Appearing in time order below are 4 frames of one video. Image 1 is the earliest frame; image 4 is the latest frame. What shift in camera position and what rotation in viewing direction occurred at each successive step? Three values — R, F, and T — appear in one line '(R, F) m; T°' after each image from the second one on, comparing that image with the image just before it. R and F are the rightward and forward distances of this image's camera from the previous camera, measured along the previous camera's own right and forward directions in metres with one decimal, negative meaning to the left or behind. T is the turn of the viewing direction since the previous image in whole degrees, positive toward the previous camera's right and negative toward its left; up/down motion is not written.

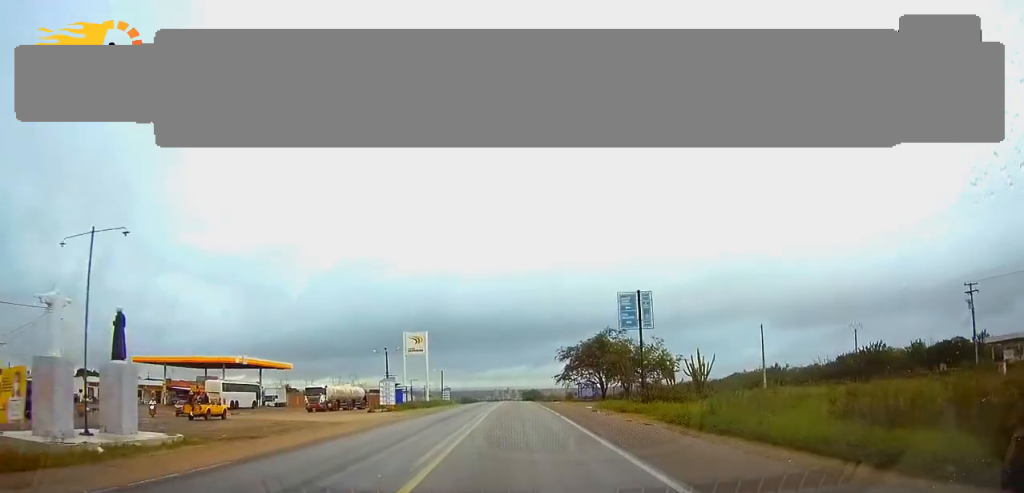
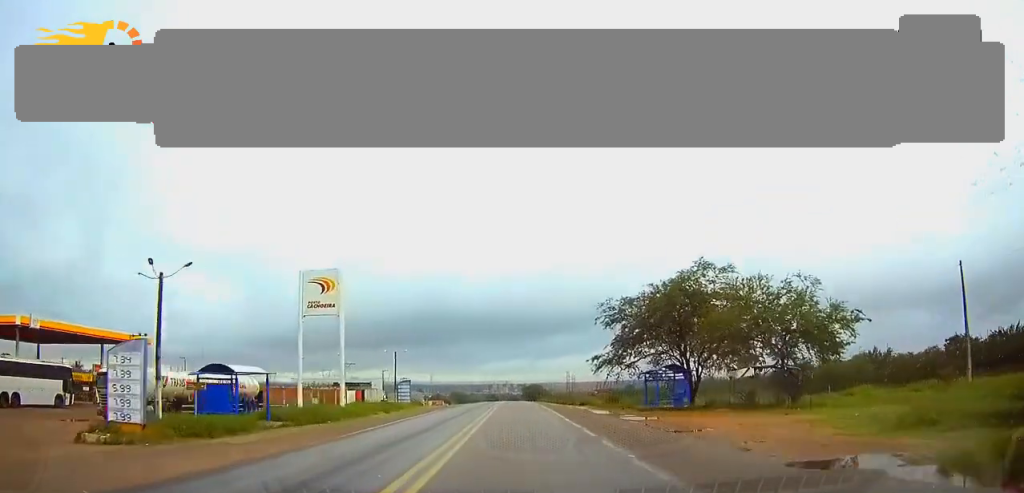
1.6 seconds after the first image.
(-0.1, +45.4) m; 0°
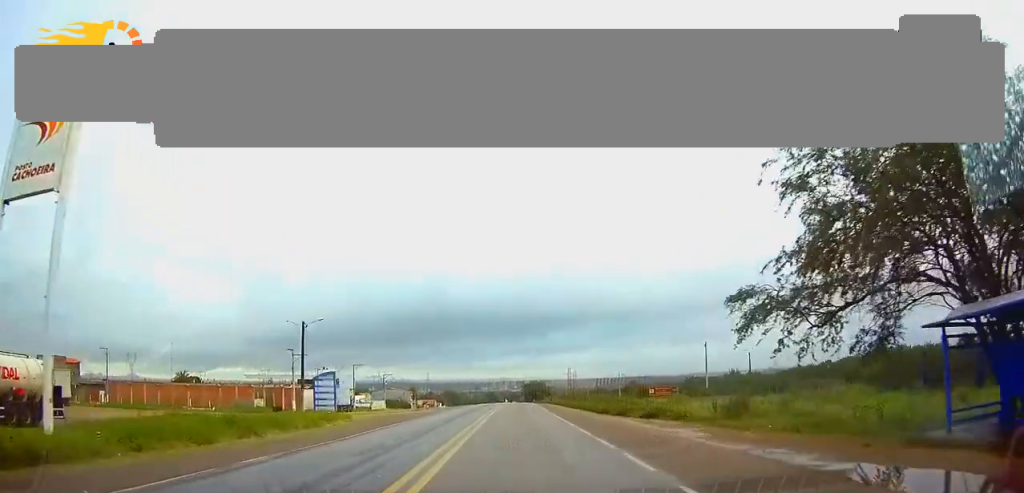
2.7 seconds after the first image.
(0.0, +31.7) m; 0°
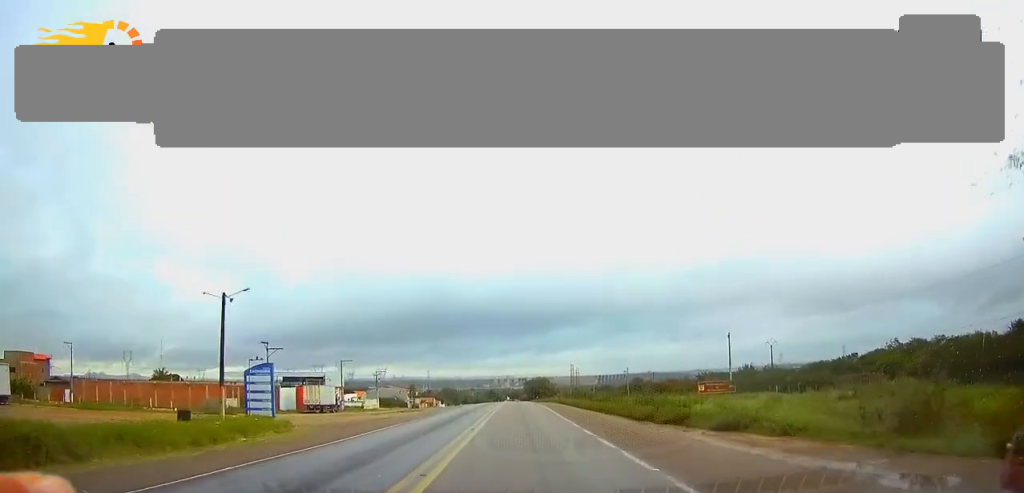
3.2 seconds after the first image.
(+0.1, +12.0) m; 0°
